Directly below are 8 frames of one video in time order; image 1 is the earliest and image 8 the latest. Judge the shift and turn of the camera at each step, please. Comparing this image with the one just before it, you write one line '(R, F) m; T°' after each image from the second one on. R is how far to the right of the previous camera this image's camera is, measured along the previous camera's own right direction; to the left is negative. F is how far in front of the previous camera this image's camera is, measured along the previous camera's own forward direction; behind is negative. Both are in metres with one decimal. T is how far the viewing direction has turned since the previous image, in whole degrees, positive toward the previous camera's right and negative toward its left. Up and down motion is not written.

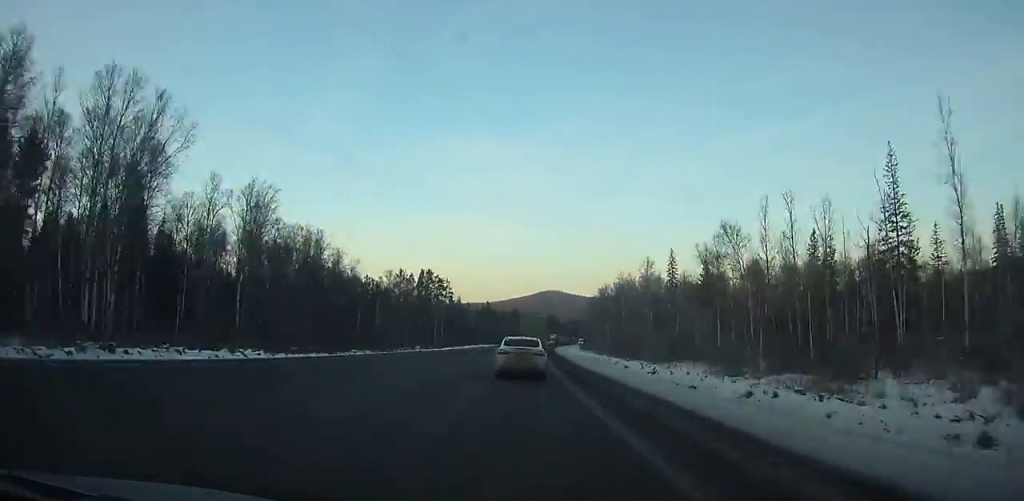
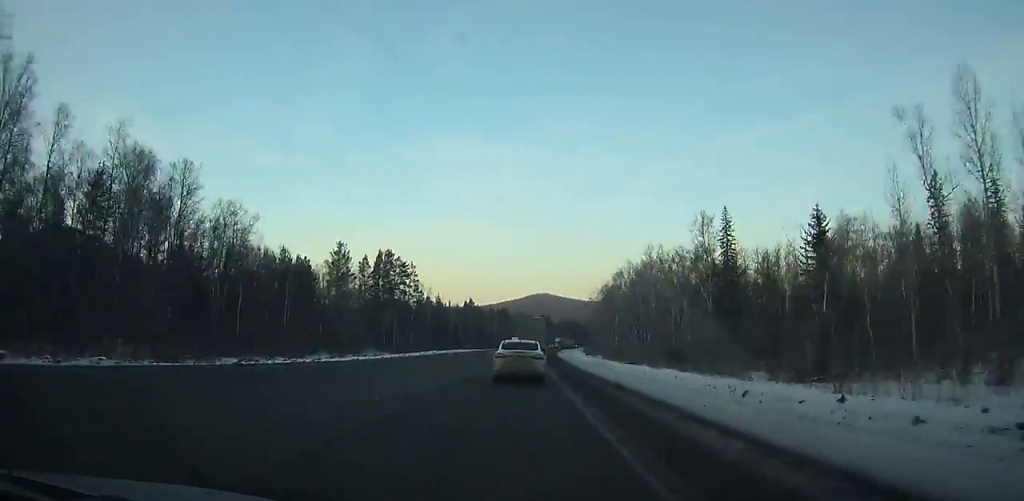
(+0.3, +41.1) m; +1°
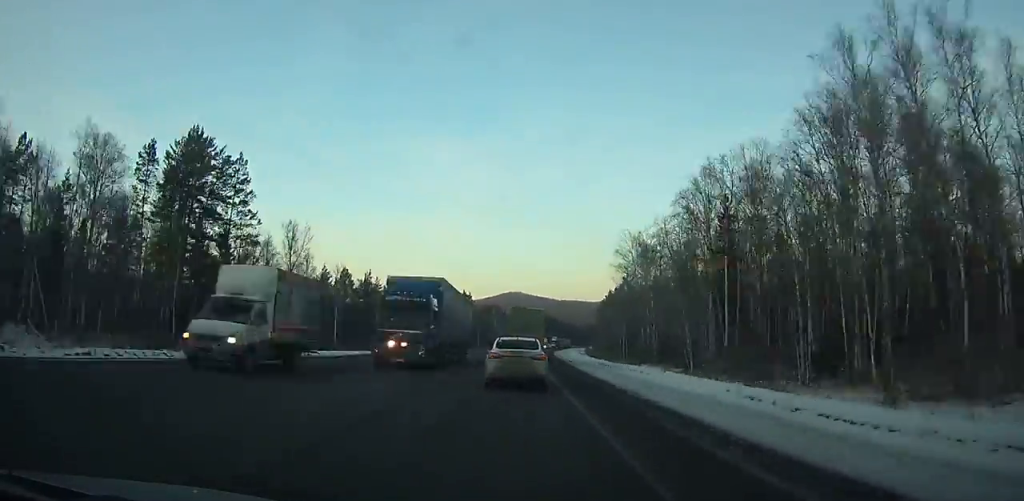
(+1.3, +73.7) m; +2°
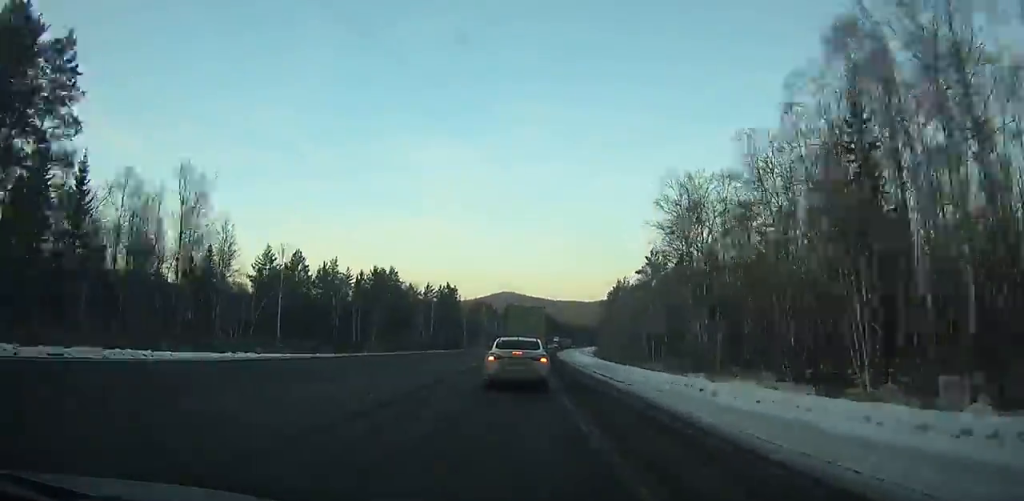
(+0.5, +25.8) m; +1°
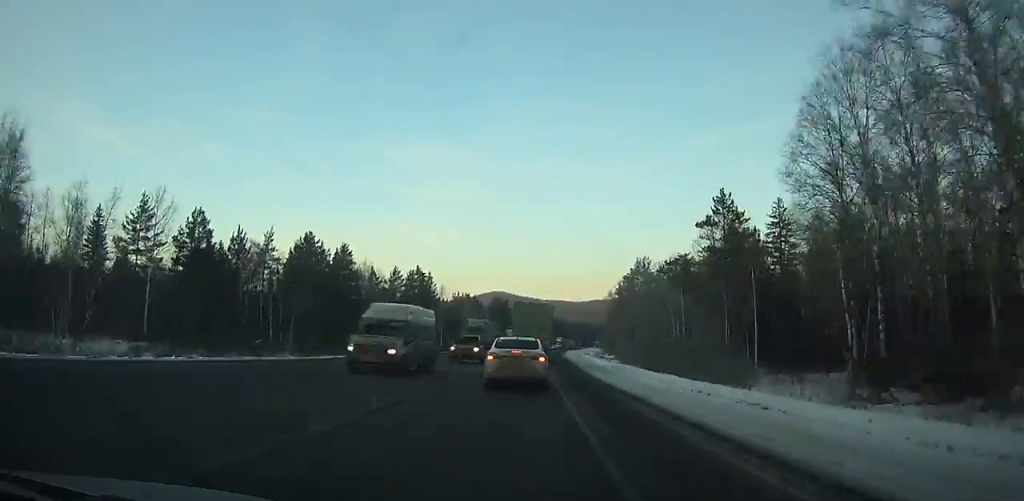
(+0.3, +36.1) m; +2°
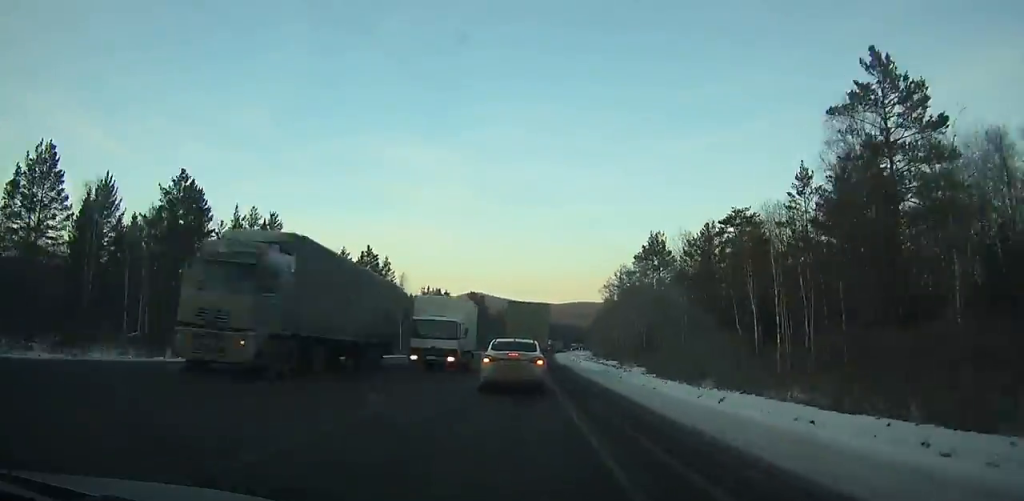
(+0.5, +28.3) m; +1°
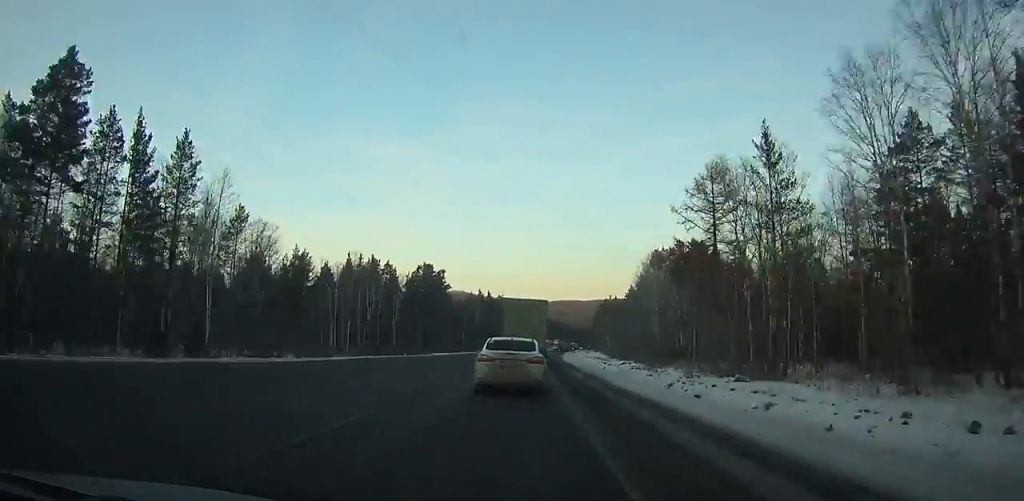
(+1.8, +79.4) m; +2°
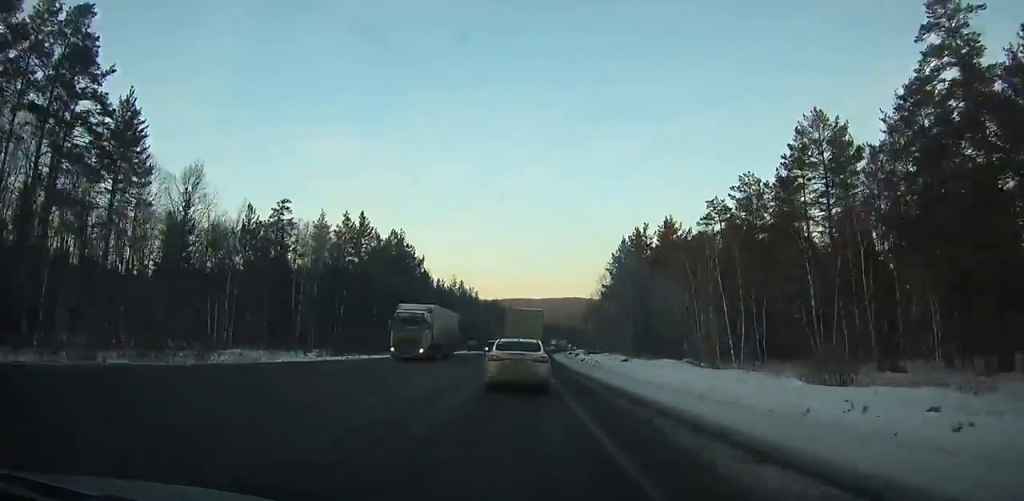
(+5.3, +128.7) m; +3°
